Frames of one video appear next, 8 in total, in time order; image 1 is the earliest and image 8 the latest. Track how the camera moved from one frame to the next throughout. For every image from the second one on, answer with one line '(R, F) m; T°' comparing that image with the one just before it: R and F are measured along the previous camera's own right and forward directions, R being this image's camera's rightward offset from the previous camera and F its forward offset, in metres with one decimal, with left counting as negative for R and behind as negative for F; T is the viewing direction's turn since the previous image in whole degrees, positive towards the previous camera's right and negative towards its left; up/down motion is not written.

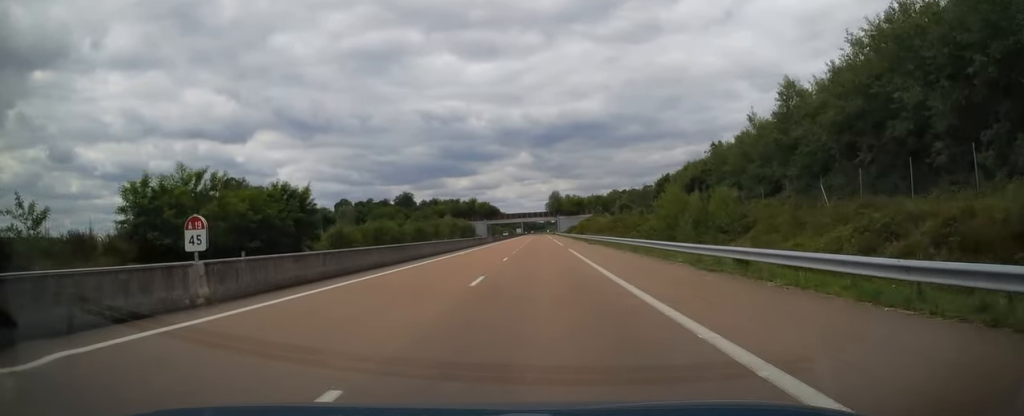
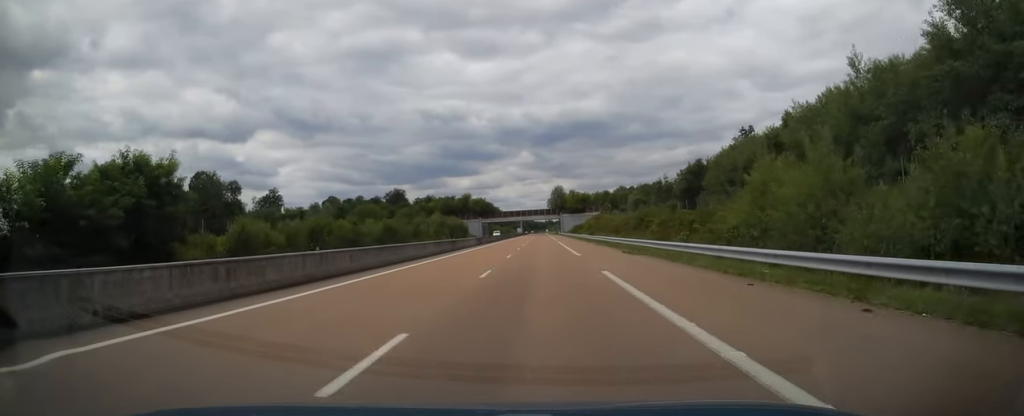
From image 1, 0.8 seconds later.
(0.0, +22.9) m; -1°
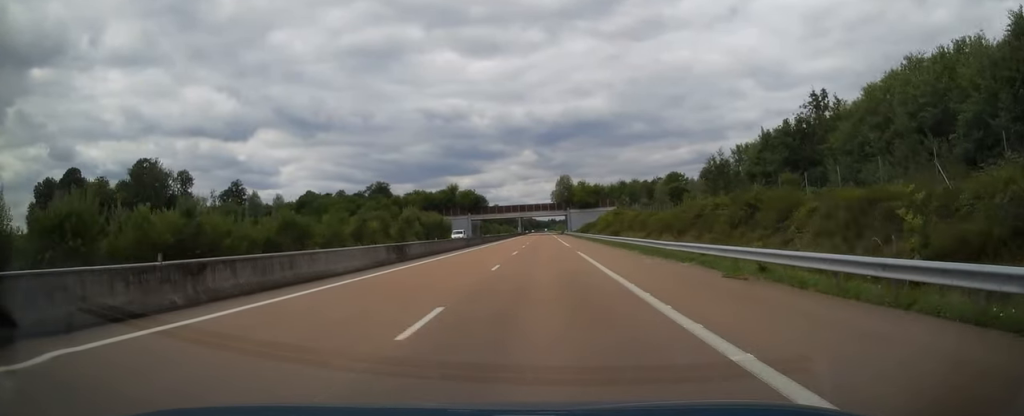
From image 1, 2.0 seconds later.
(-0.4, +36.1) m; 0°
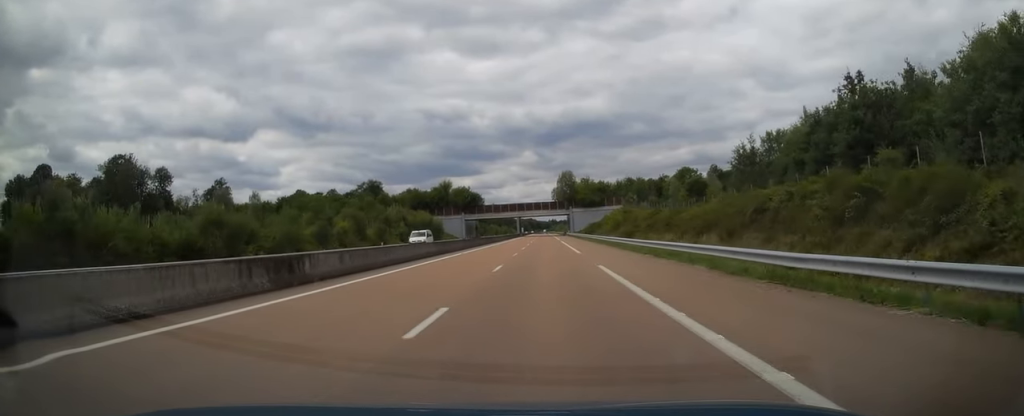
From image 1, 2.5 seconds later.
(+0.2, +12.7) m; 0°
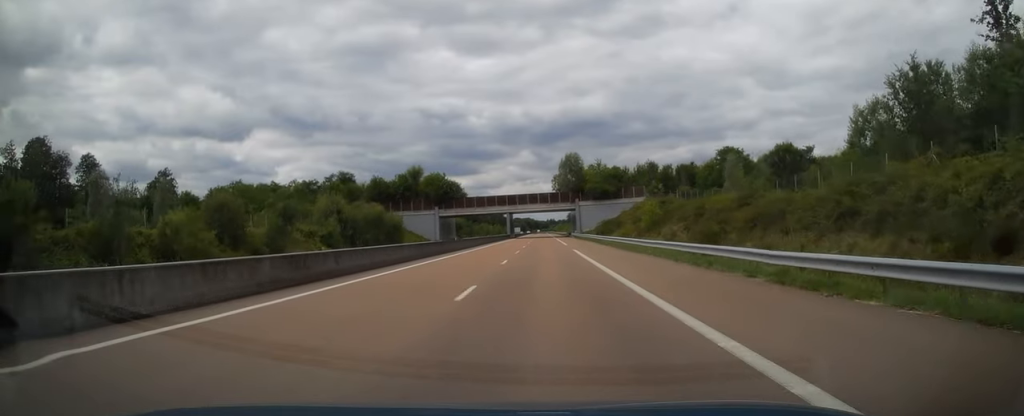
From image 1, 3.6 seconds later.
(+0.3, +34.6) m; 0°
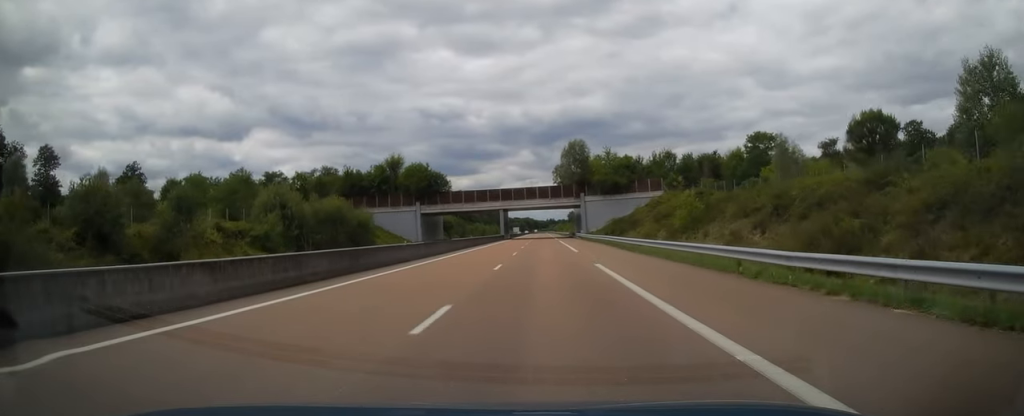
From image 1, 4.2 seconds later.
(-0.1, +16.6) m; 0°
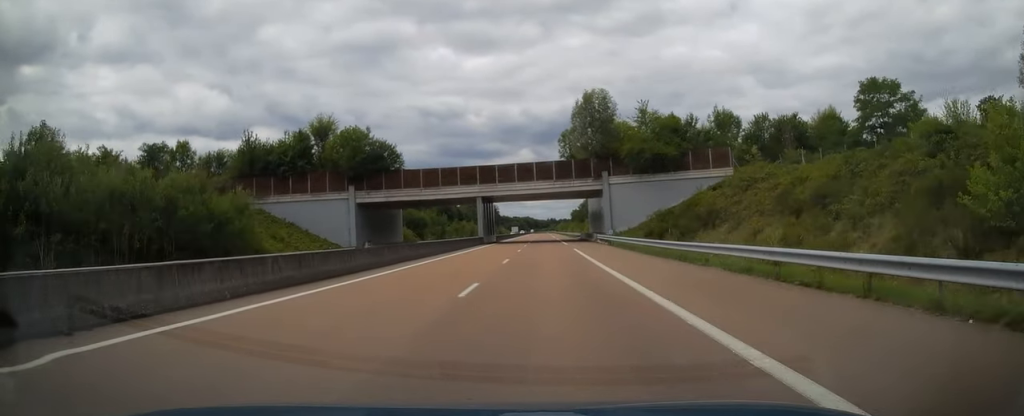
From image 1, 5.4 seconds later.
(-0.1, +34.6) m; 0°
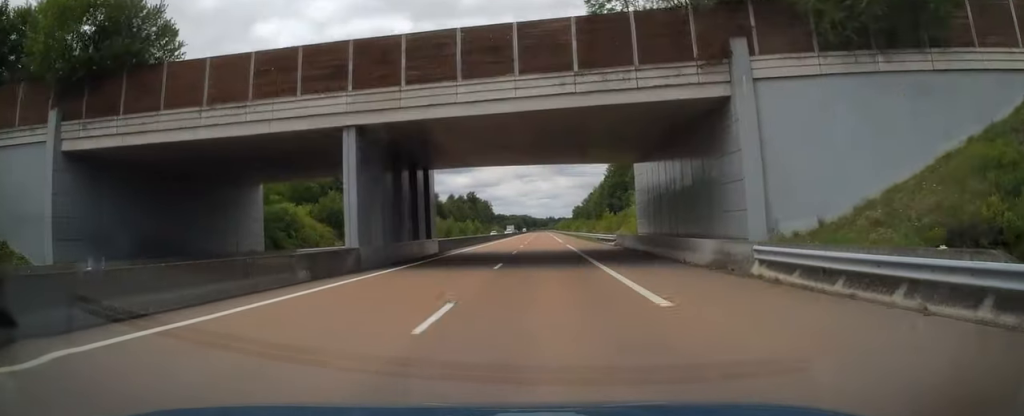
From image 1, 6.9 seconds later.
(+0.4, +42.8) m; 0°
